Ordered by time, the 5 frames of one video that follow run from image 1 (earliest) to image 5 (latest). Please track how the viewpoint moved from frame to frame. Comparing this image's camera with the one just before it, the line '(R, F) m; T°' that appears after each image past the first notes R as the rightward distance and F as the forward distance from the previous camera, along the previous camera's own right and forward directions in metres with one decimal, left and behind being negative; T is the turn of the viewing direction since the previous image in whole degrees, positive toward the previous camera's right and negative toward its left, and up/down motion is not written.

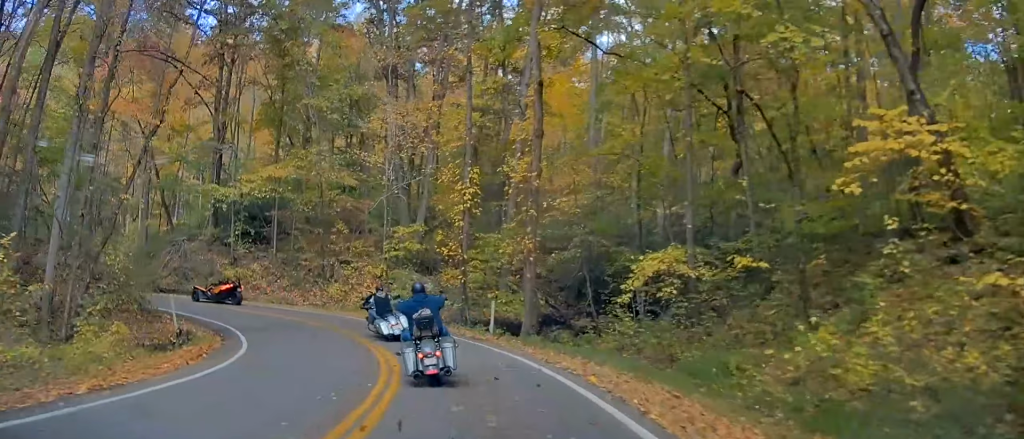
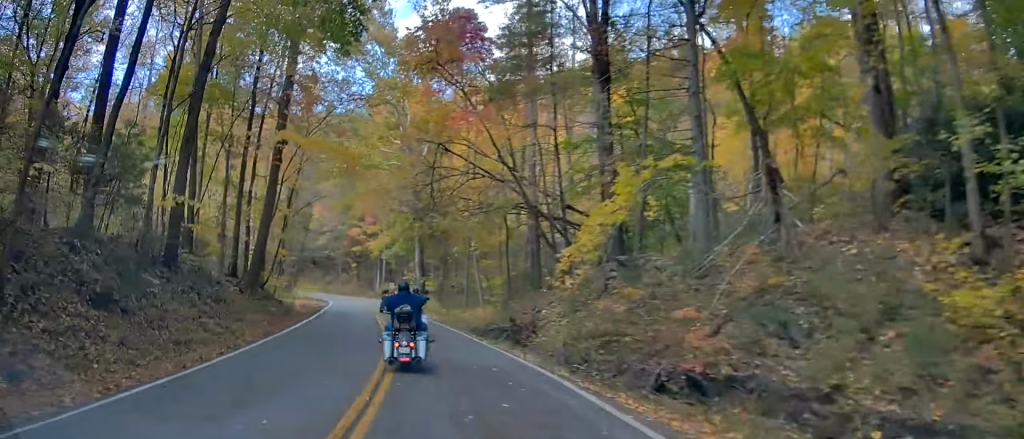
(-14.8, +27.7) m; -54°
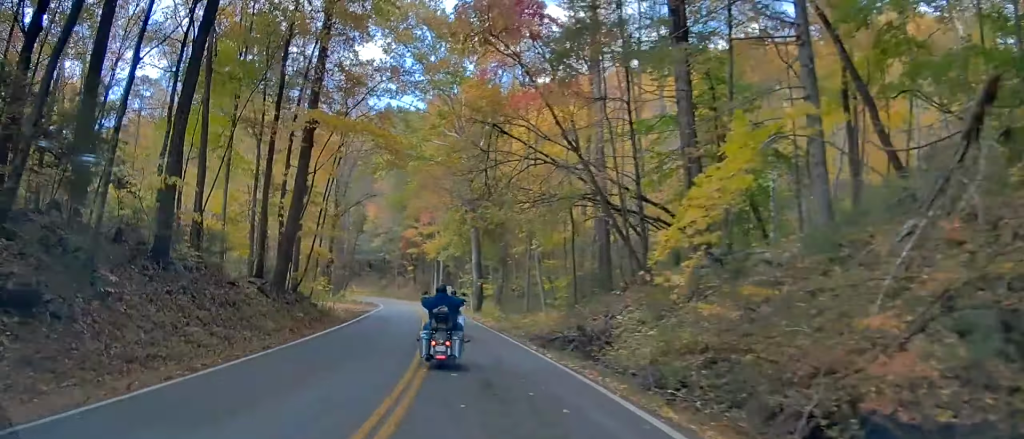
(+0.1, +3.6) m; -5°
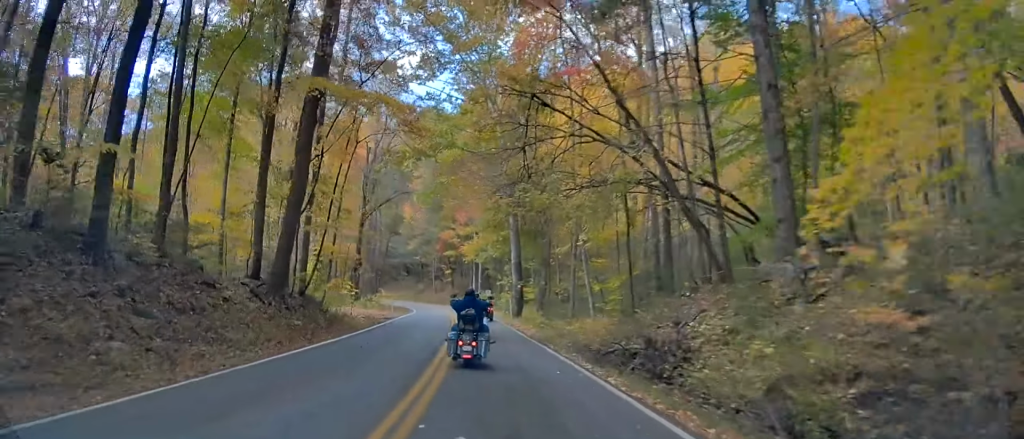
(0.0, +4.0) m; -4°
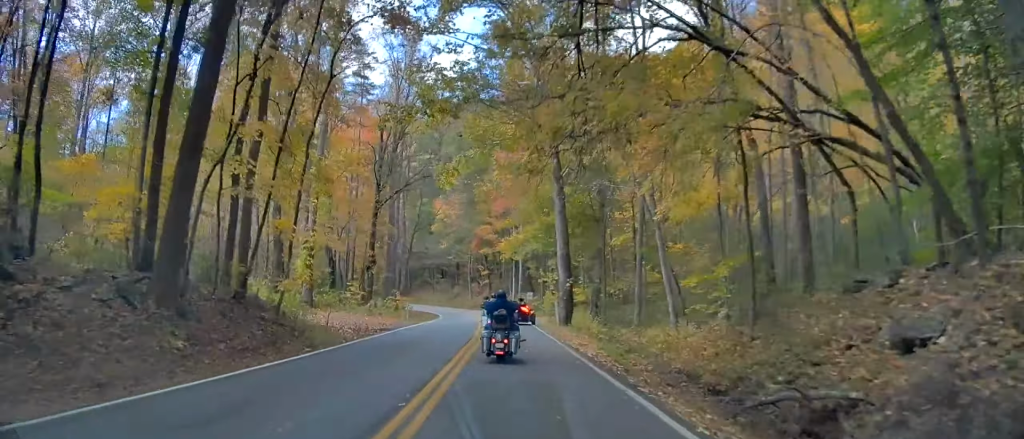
(-1.0, +8.4) m; -6°
